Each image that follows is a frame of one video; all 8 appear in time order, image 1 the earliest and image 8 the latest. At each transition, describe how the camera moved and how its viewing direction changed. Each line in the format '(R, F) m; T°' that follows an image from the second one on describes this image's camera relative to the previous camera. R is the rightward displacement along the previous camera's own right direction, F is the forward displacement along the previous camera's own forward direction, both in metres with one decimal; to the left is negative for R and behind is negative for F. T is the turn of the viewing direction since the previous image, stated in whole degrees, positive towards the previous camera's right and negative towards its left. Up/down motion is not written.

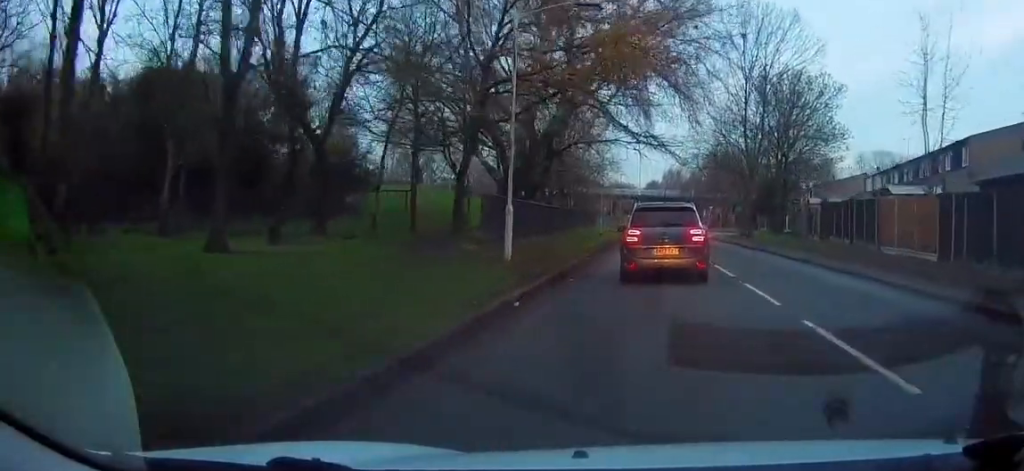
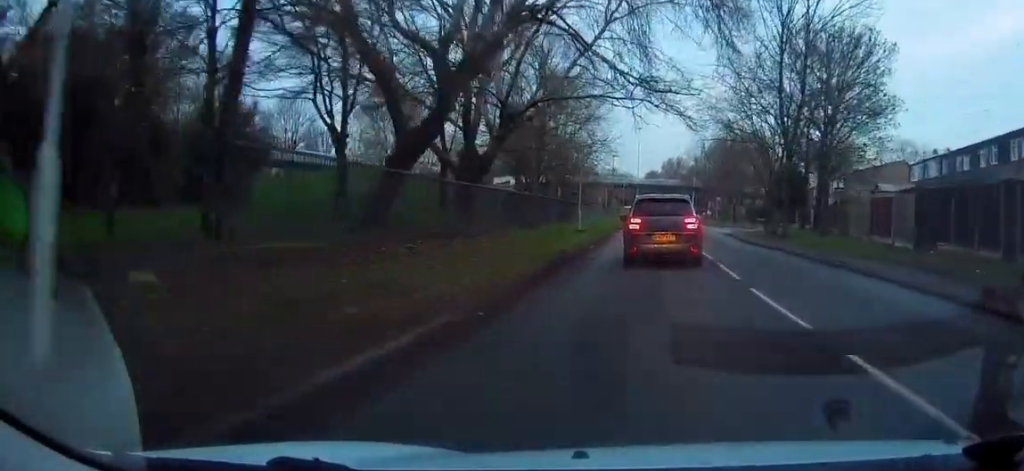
(-0.2, +14.5) m; 0°
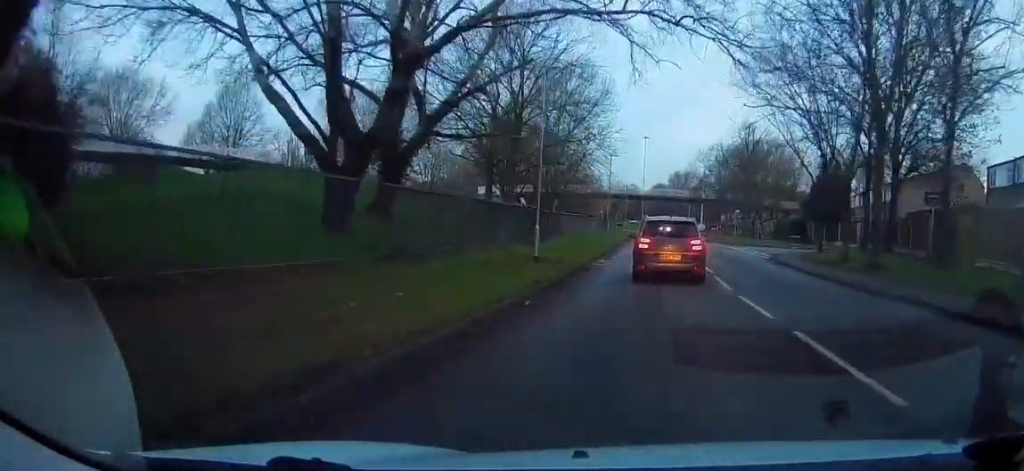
(+0.1, +14.9) m; +1°
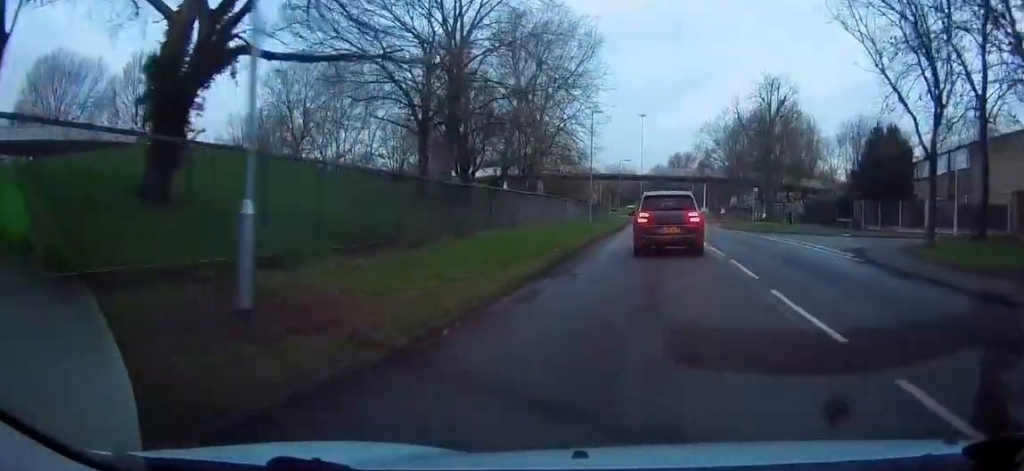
(0.0, +16.1) m; 0°
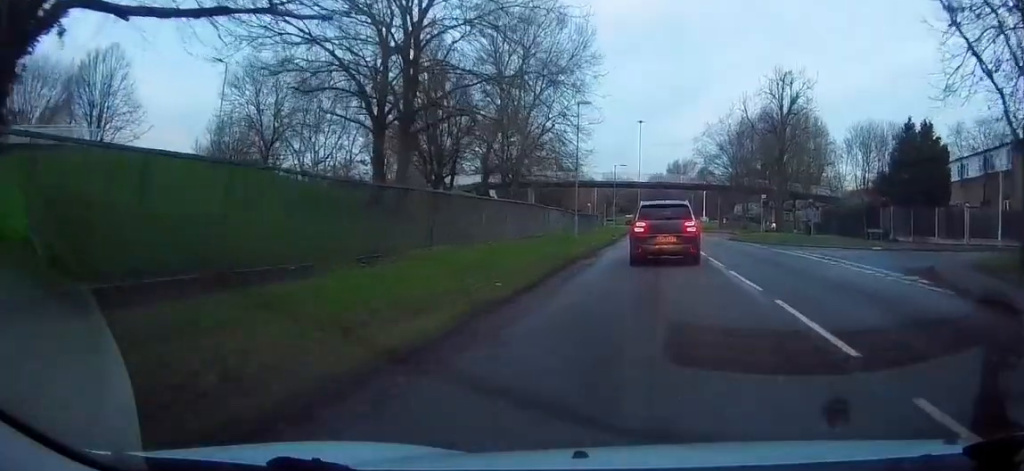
(0.0, +6.3) m; -1°
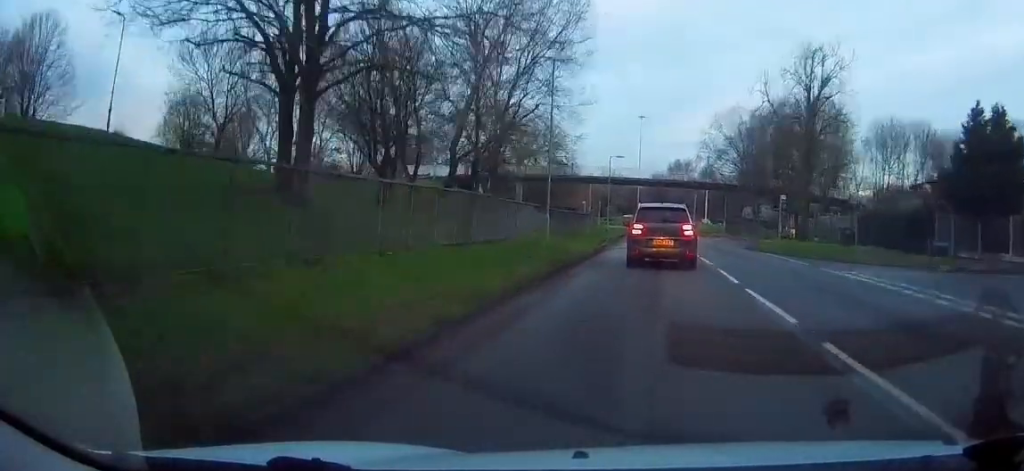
(-0.1, +9.4) m; -1°
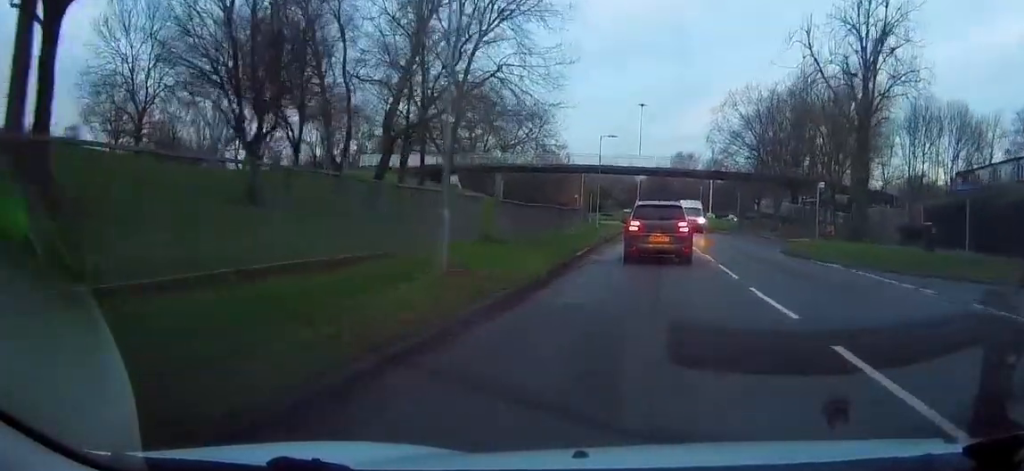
(-0.2, +11.3) m; 0°
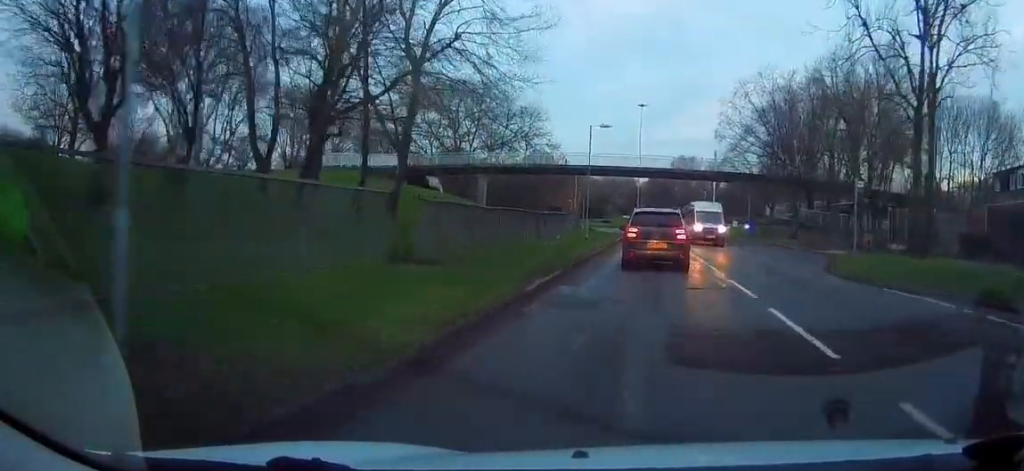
(+0.1, +7.4) m; +1°
